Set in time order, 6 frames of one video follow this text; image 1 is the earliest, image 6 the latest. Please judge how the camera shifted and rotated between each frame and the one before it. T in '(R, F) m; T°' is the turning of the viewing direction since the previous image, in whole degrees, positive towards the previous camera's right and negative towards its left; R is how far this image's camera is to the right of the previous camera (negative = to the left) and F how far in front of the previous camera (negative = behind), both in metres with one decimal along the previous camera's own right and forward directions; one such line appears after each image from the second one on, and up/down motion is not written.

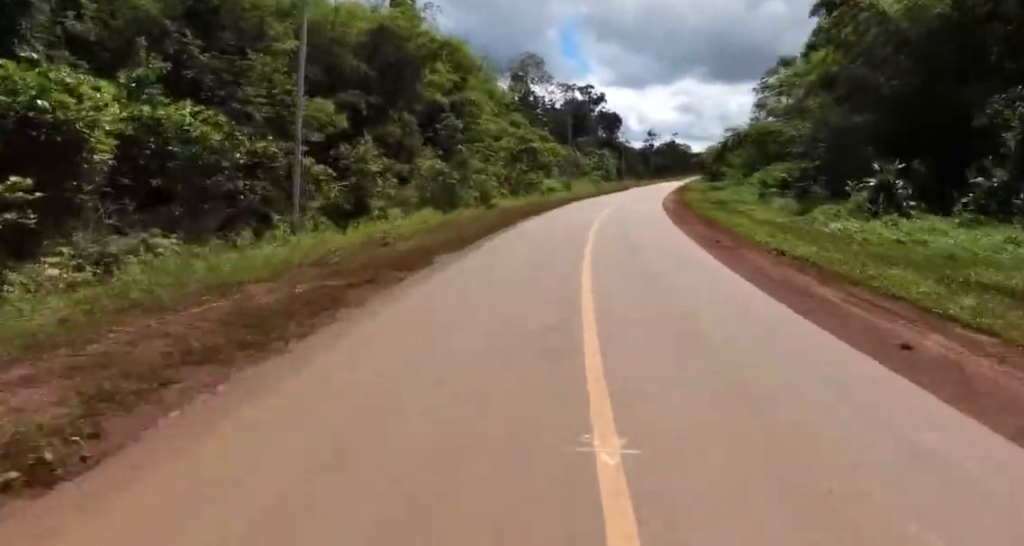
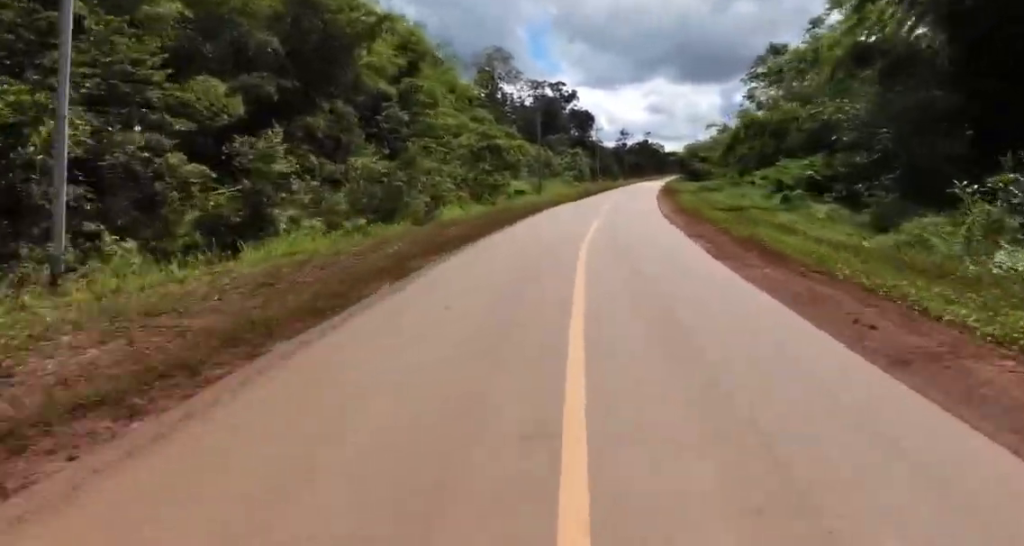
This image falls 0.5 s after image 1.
(+0.7, +9.2) m; +2°
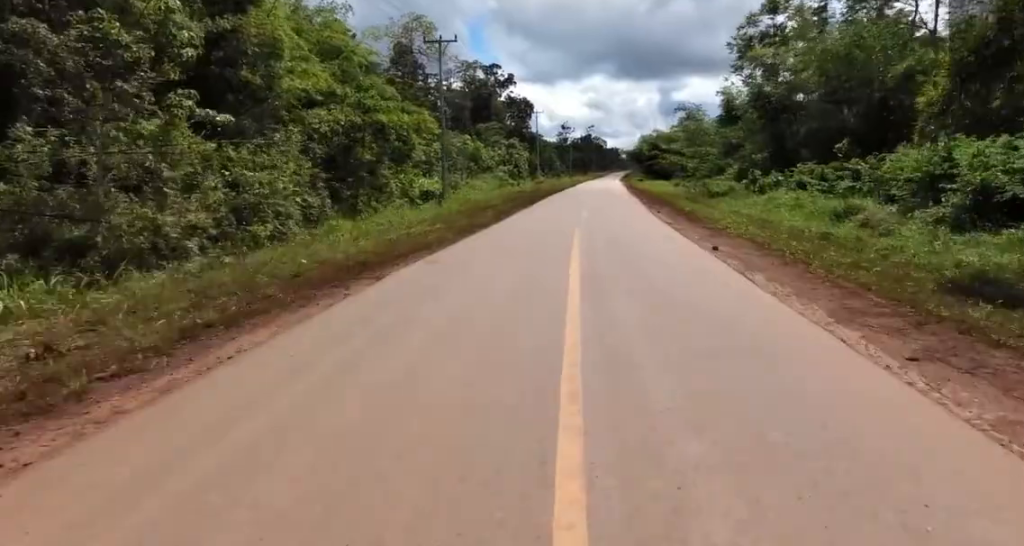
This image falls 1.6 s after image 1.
(-0.9, +23.5) m; +3°
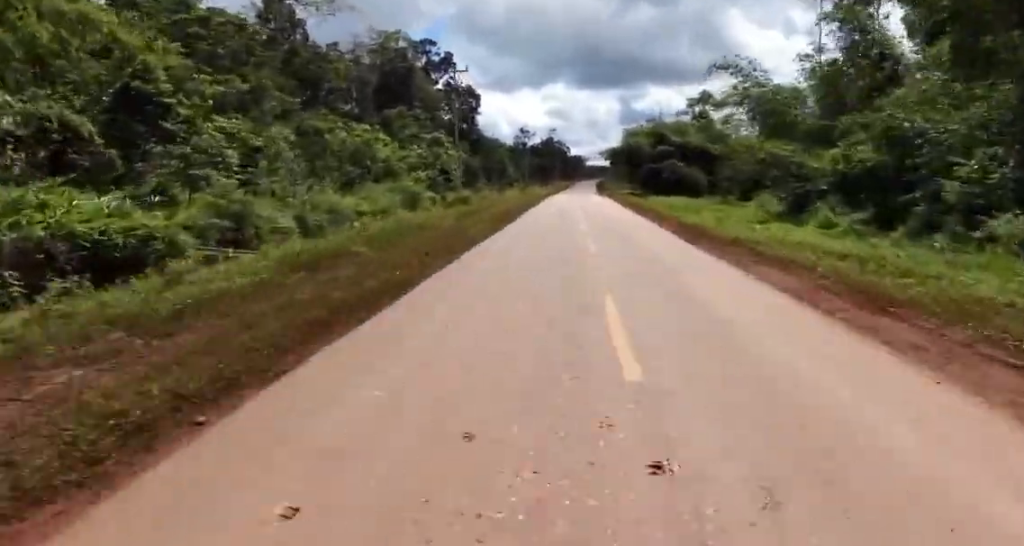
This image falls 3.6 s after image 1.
(+4.8, +40.2) m; +7°
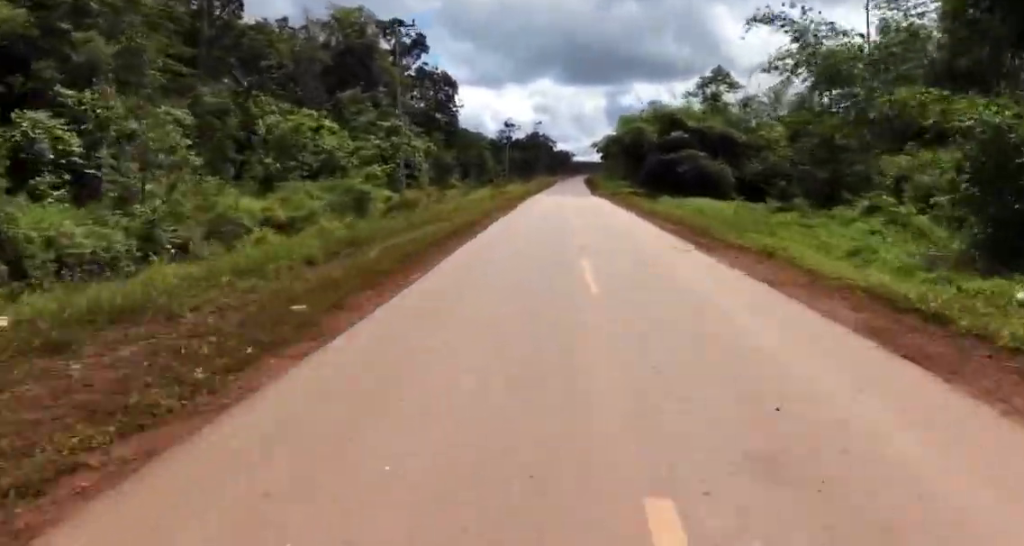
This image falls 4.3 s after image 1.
(-1.0, +13.3) m; 0°
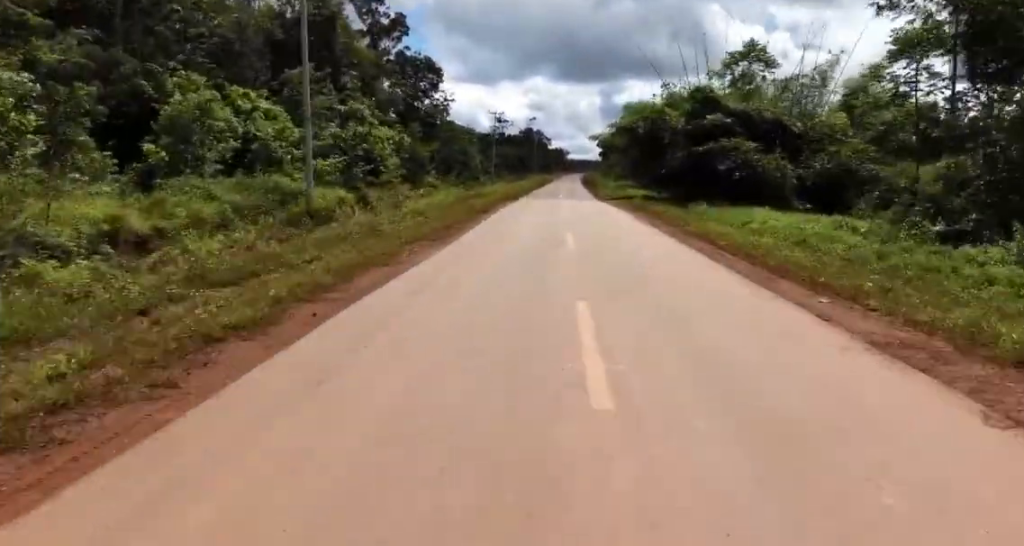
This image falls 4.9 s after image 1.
(+0.4, +12.6) m; 0°
